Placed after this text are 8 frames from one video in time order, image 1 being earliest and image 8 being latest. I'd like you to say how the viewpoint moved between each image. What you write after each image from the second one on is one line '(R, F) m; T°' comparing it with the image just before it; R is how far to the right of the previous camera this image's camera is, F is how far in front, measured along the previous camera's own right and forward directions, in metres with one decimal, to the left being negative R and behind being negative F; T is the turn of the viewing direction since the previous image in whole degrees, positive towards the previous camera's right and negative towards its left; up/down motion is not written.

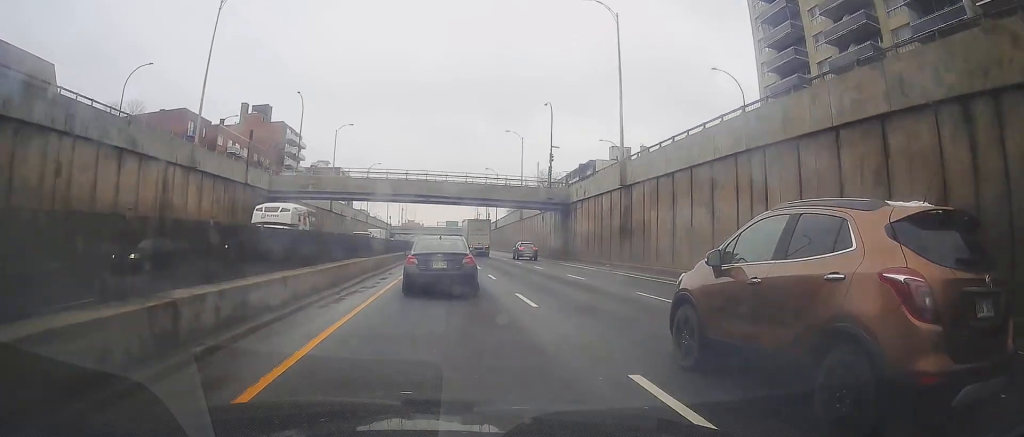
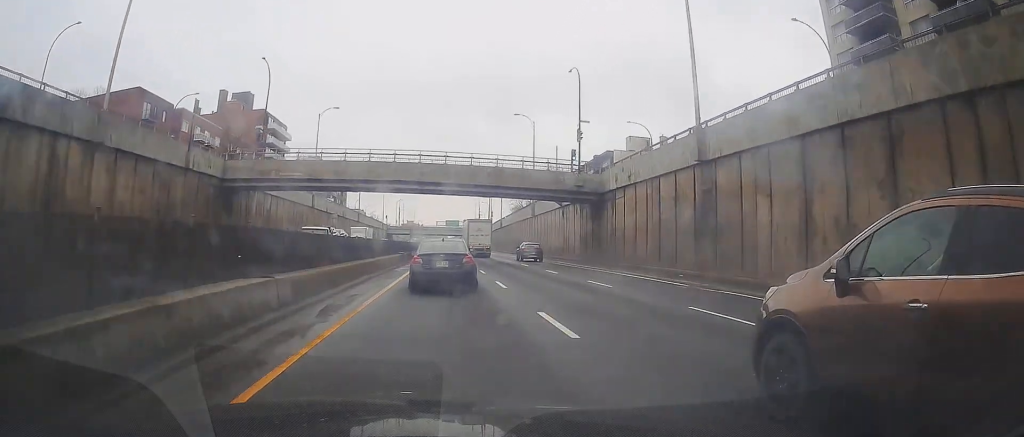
(-0.1, +12.5) m; 0°
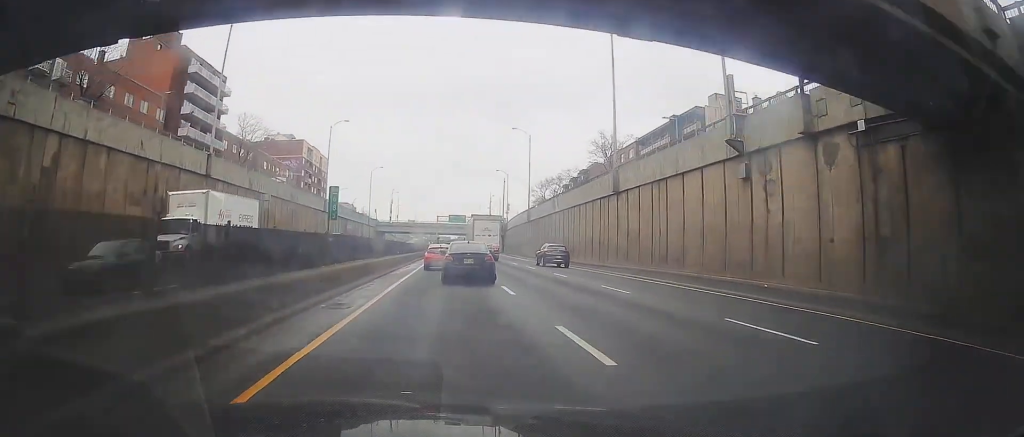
(-0.2, +37.5) m; -1°
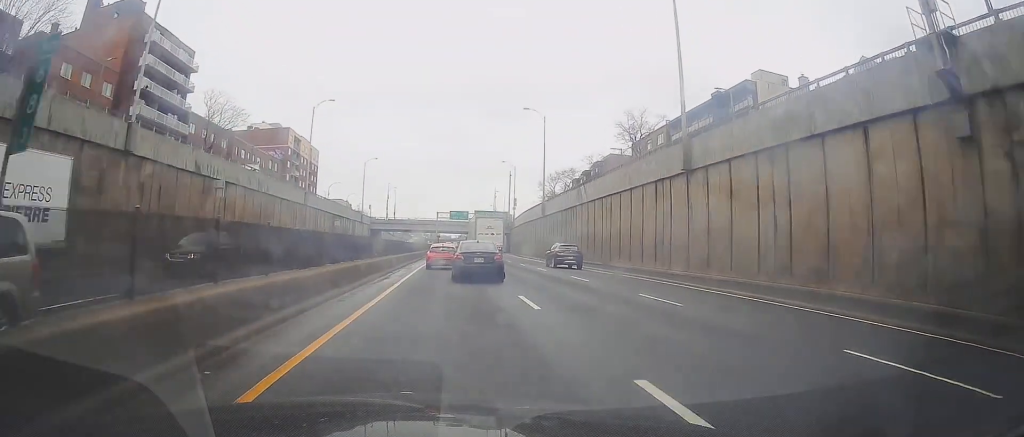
(-0.1, +13.0) m; 0°
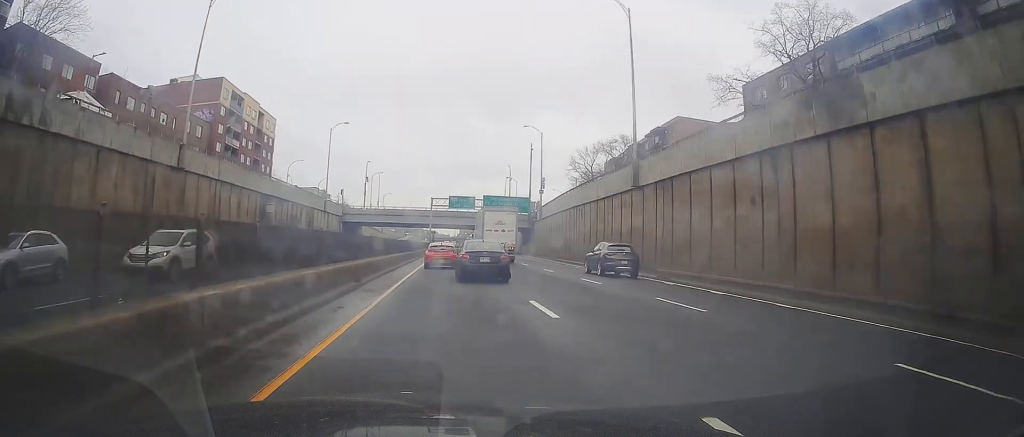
(+0.1, +36.7) m; +1°
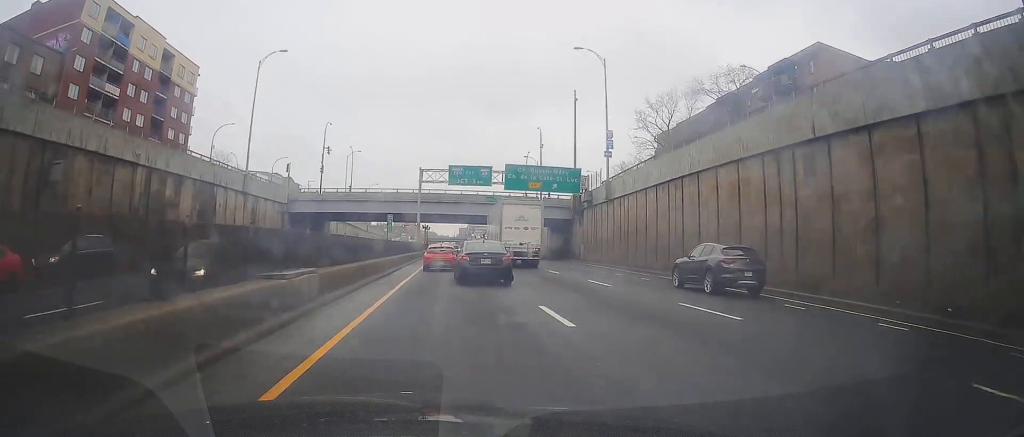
(+0.4, +36.4) m; 0°
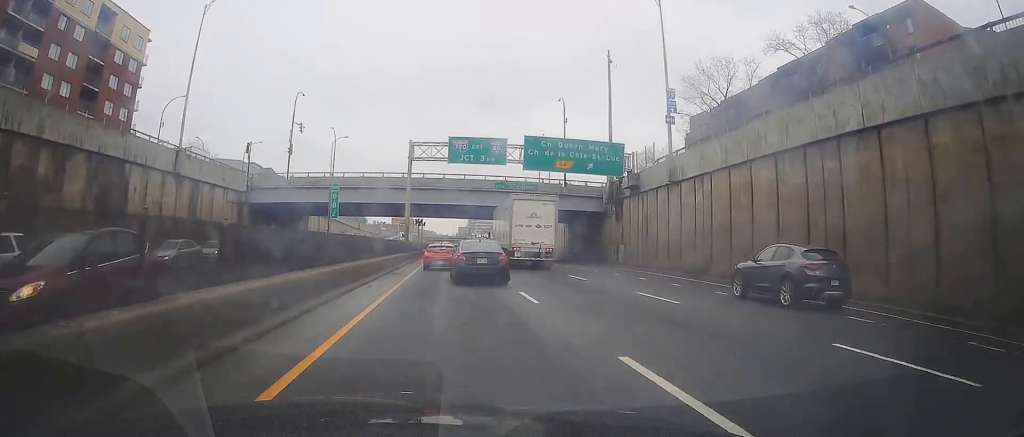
(-0.3, +14.3) m; -1°
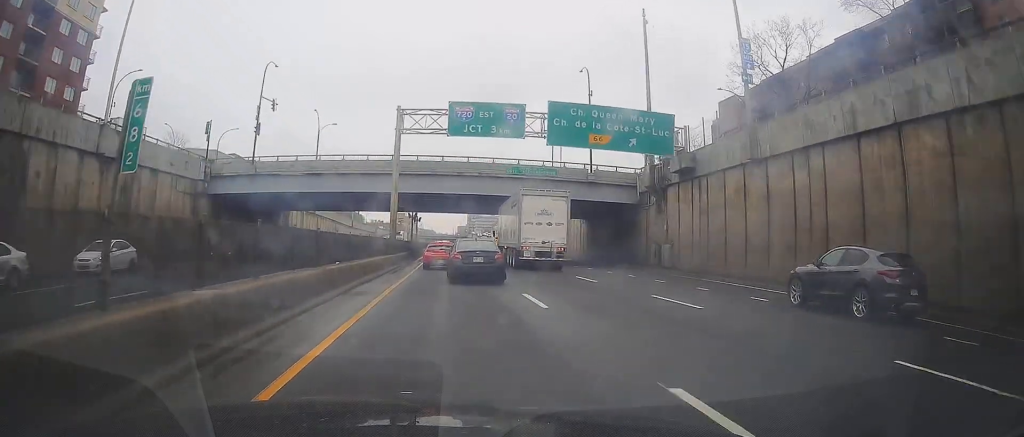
(-0.1, +10.3) m; 0°
